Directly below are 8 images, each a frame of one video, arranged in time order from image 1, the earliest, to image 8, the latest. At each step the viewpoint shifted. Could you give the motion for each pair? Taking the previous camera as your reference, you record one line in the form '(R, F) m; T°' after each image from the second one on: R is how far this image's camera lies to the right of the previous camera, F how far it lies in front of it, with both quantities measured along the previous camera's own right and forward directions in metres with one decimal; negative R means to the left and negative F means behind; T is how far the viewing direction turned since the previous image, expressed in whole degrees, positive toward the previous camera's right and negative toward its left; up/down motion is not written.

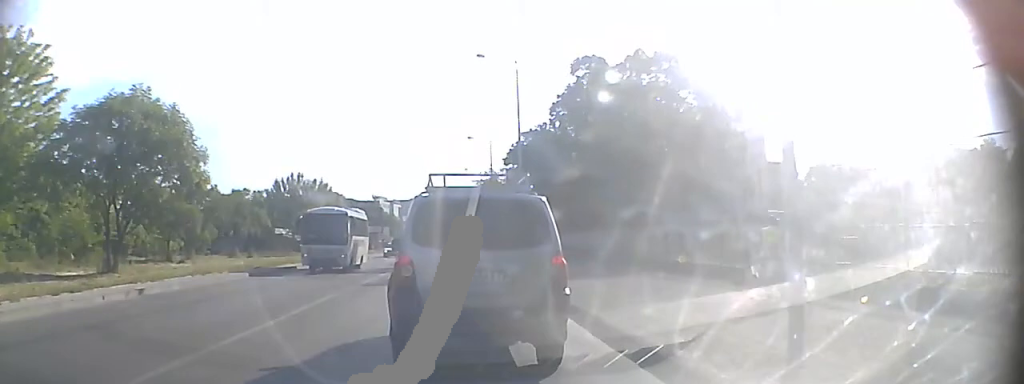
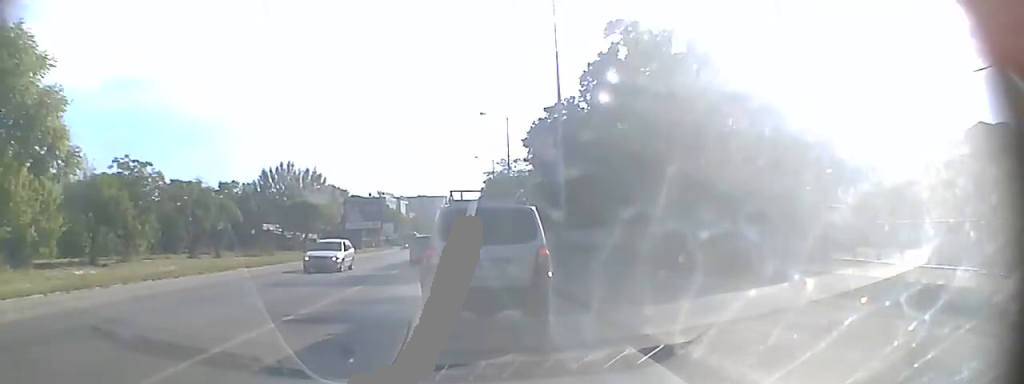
(+0.1, +12.4) m; 0°
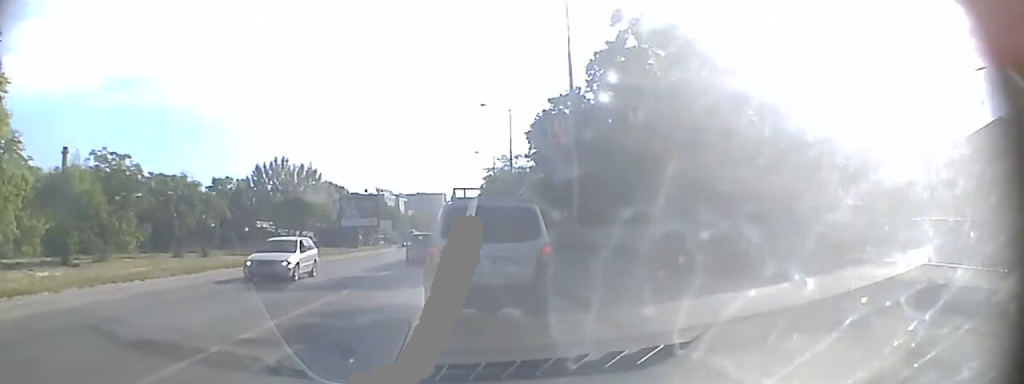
(0.0, +2.9) m; 0°
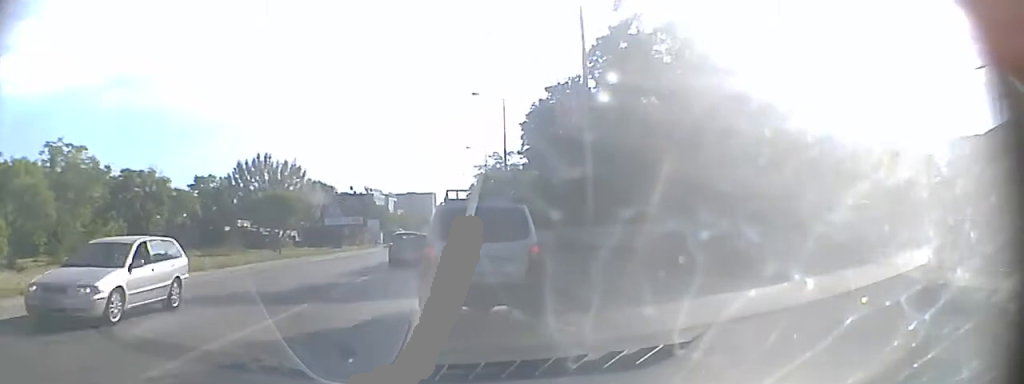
(0.0, +4.2) m; 0°
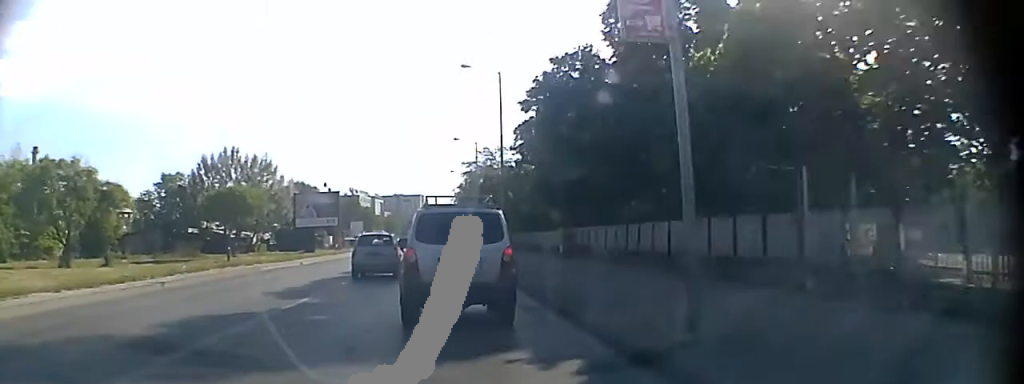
(0.0, +9.9) m; 0°
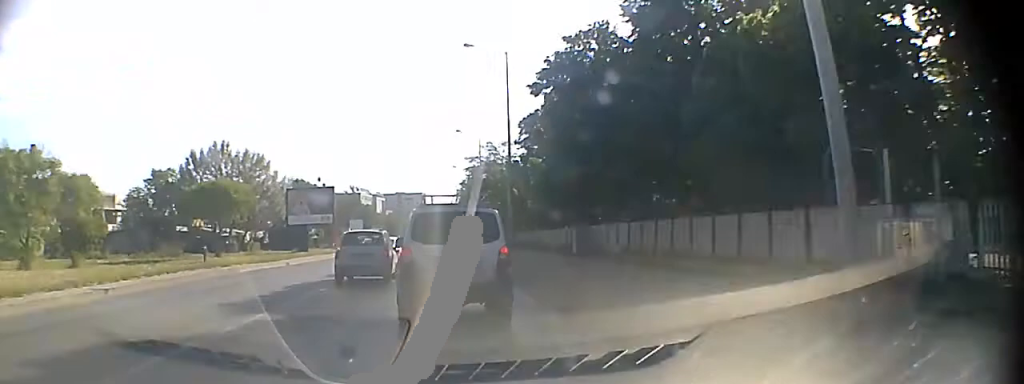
(0.0, +3.7) m; 0°
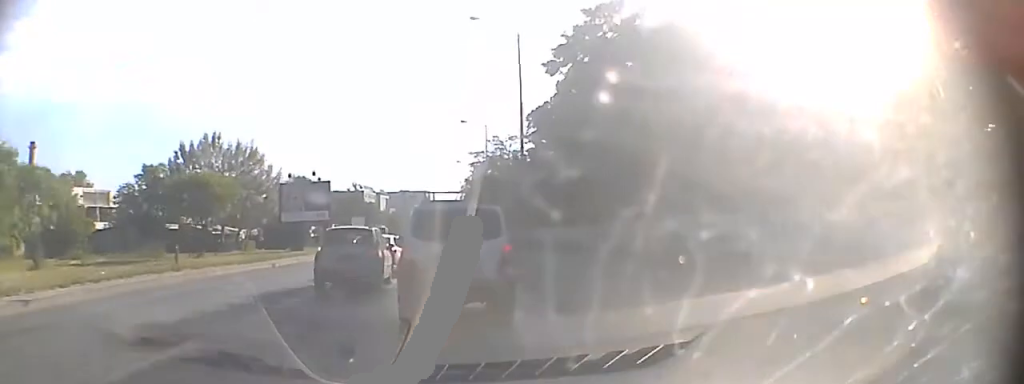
(0.0, +4.7) m; 0°
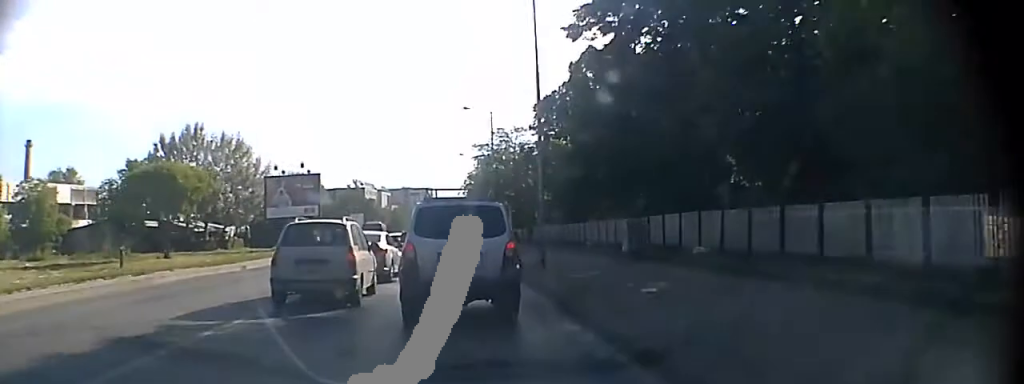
(0.0, +5.6) m; 0°
